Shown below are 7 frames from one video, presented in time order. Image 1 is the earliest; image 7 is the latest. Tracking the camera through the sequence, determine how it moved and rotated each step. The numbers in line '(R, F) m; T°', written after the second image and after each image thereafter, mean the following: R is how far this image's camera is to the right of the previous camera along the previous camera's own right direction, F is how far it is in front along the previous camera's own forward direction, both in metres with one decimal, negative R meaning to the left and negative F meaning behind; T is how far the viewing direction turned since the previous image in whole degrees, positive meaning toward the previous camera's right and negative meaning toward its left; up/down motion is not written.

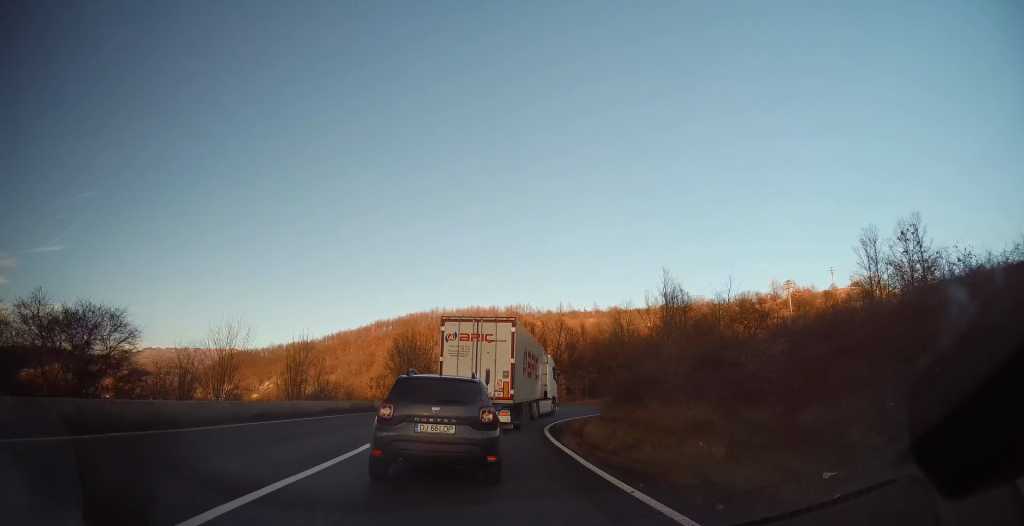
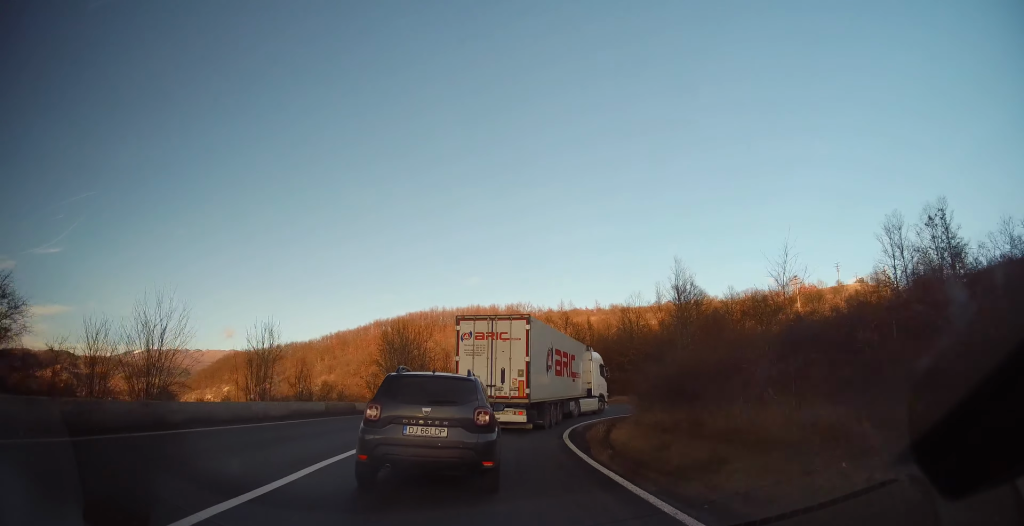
(-0.1, +4.4) m; -1°
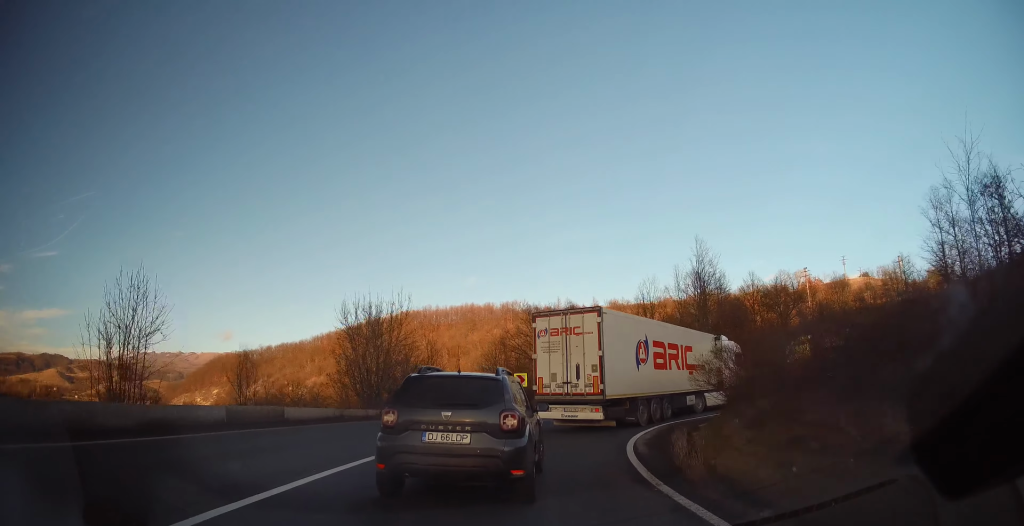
(+0.6, +8.3) m; +5°
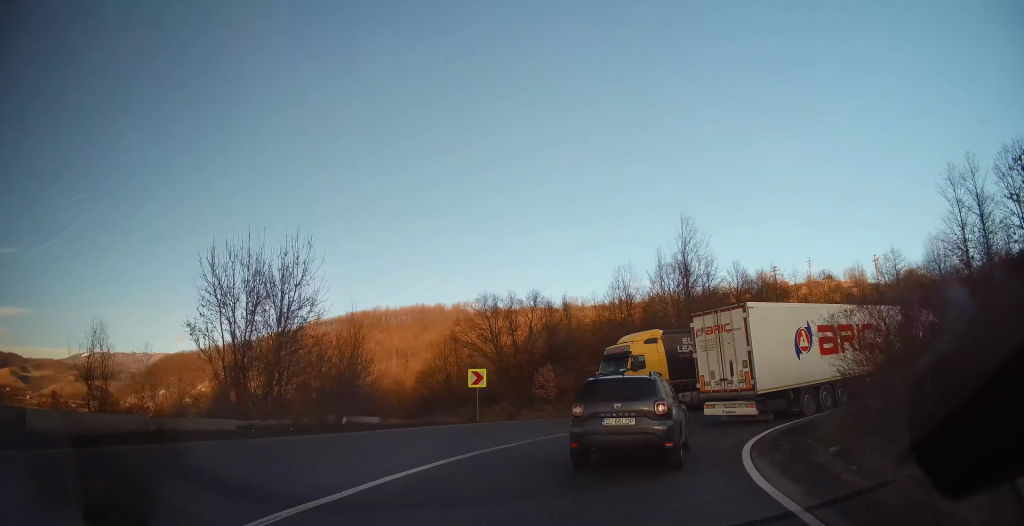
(+0.2, +10.1) m; +13°
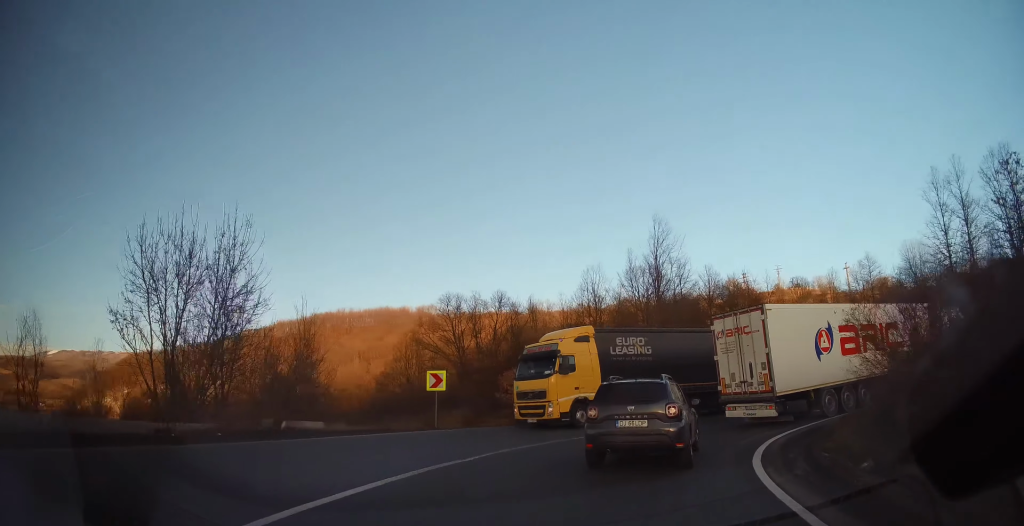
(+0.1, +2.3) m; +7°
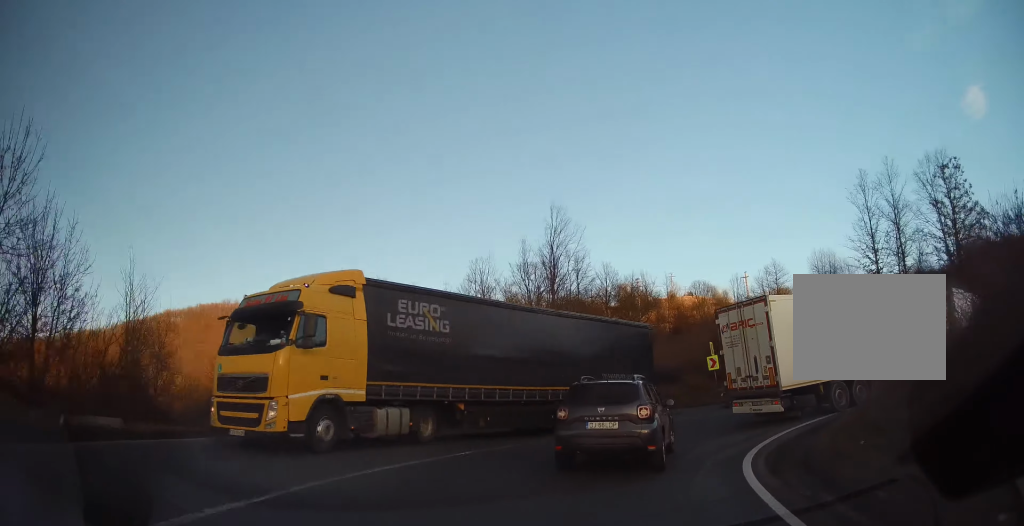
(+0.5, +4.6) m; +7°
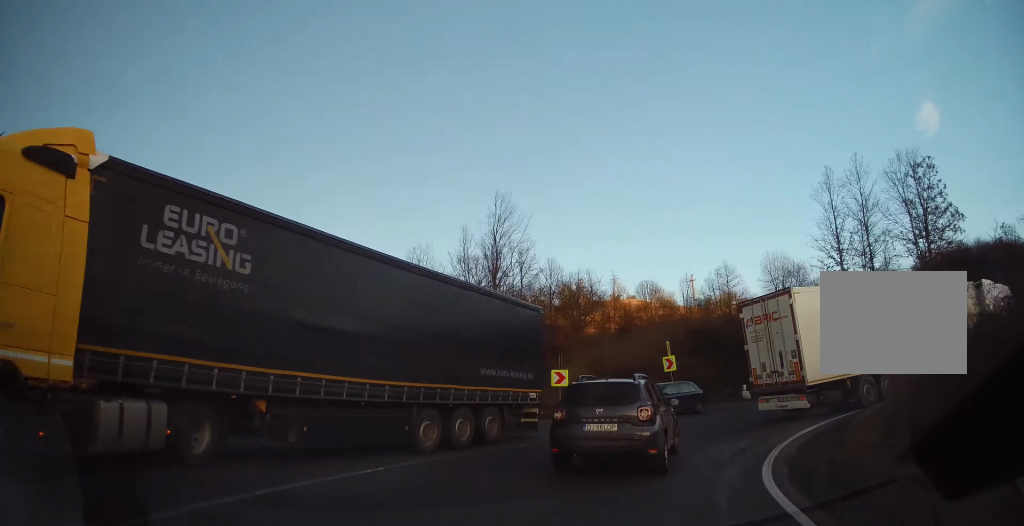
(0.0, +2.9) m; +7°
